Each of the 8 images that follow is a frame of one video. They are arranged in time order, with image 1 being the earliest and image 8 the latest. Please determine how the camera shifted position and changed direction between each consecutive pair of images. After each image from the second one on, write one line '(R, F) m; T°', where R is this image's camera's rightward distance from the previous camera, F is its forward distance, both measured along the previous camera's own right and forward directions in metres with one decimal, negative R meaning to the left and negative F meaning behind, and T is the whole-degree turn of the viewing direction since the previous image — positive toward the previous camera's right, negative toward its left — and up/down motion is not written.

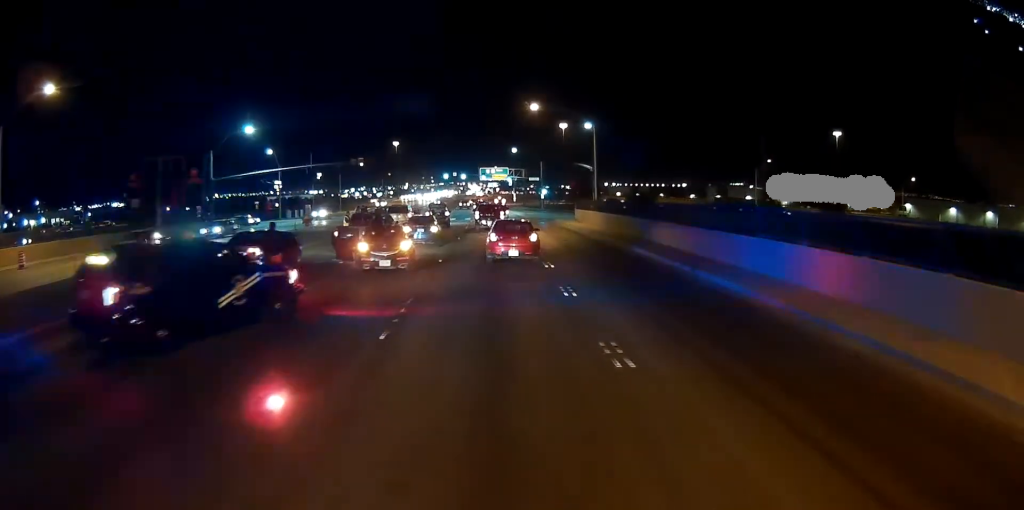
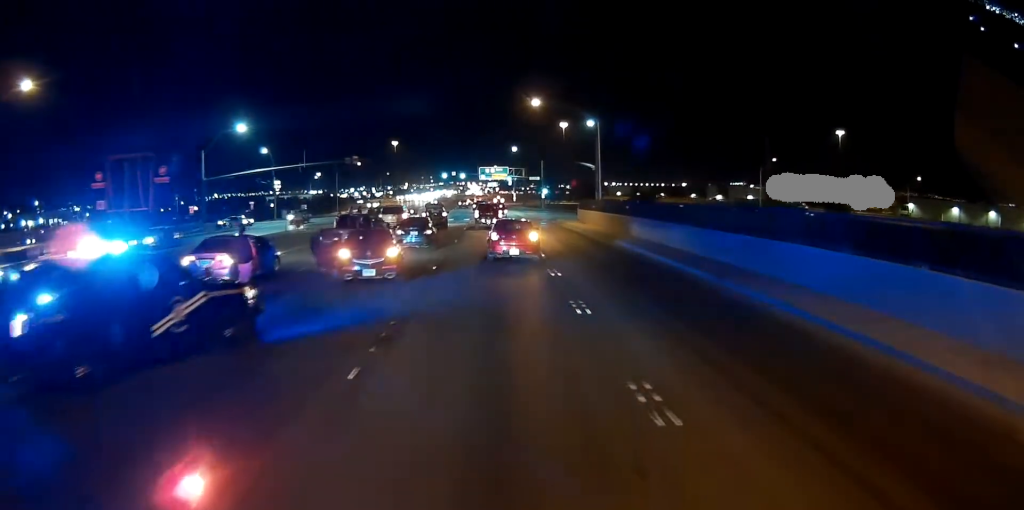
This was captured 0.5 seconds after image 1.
(0.0, +2.2) m; 0°
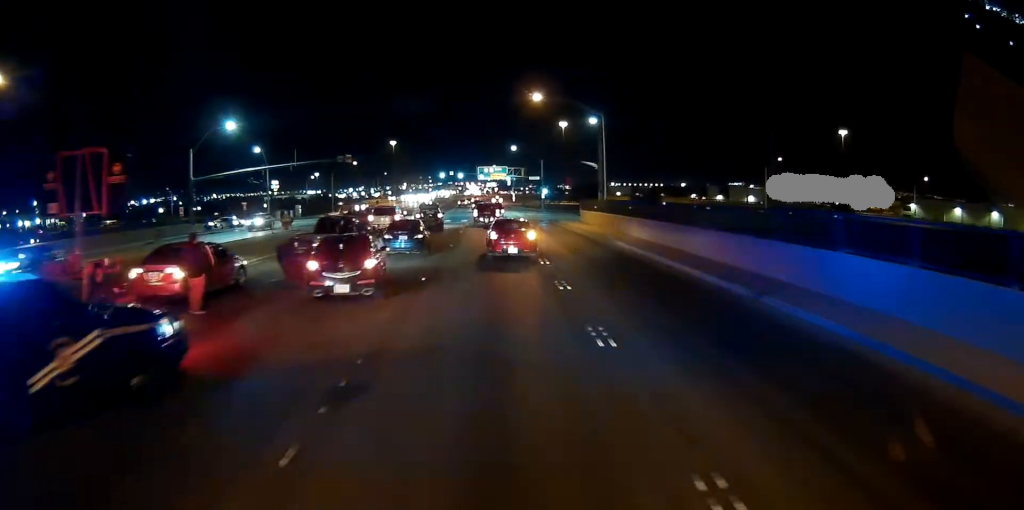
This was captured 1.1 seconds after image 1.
(0.0, +2.7) m; 0°
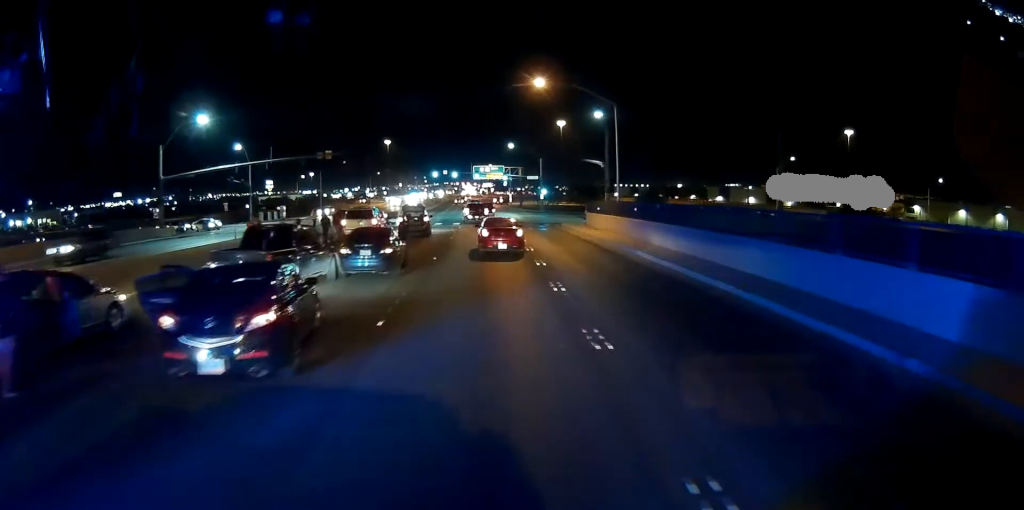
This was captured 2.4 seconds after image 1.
(0.0, +6.0) m; 0°
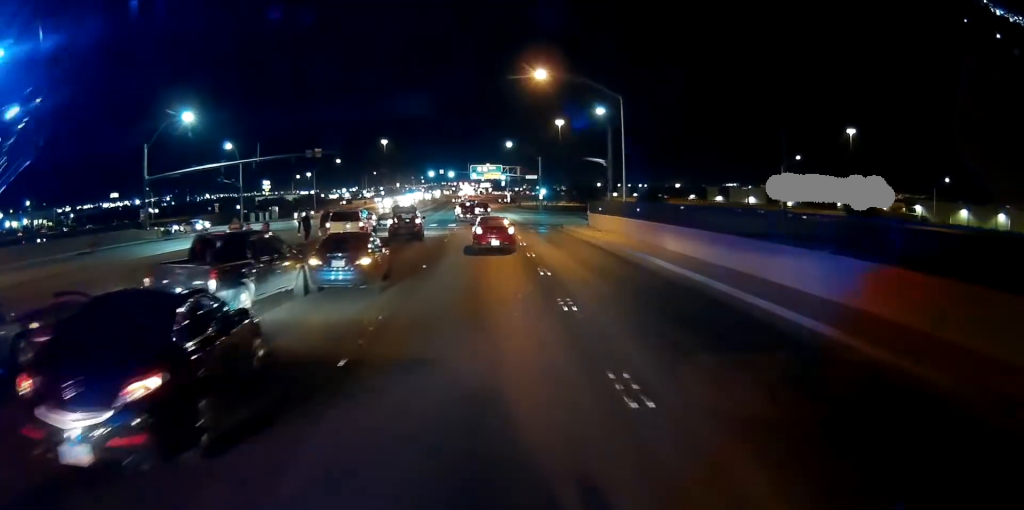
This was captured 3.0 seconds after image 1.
(0.0, +2.7) m; 0°
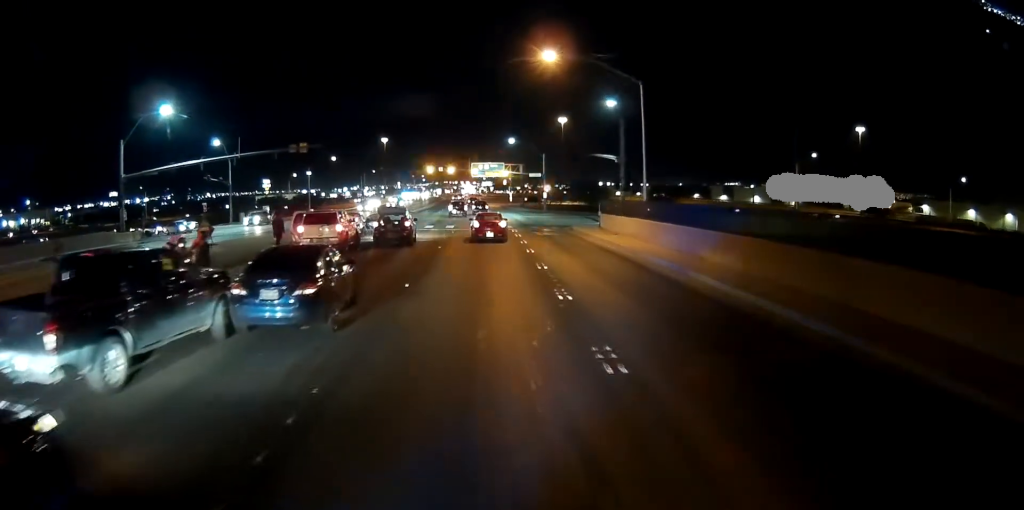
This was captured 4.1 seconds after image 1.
(0.0, +4.6) m; 0°
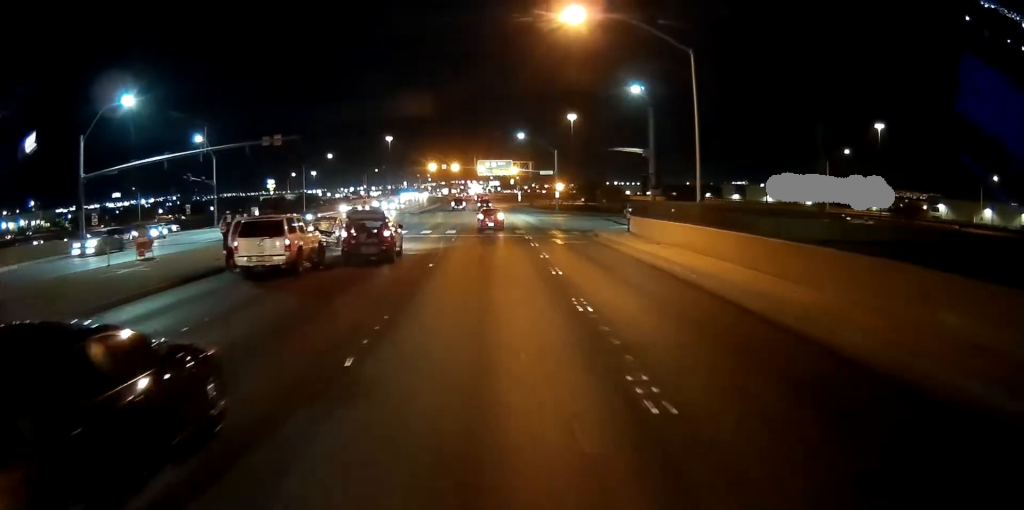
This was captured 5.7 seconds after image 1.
(0.0, +7.5) m; 0°
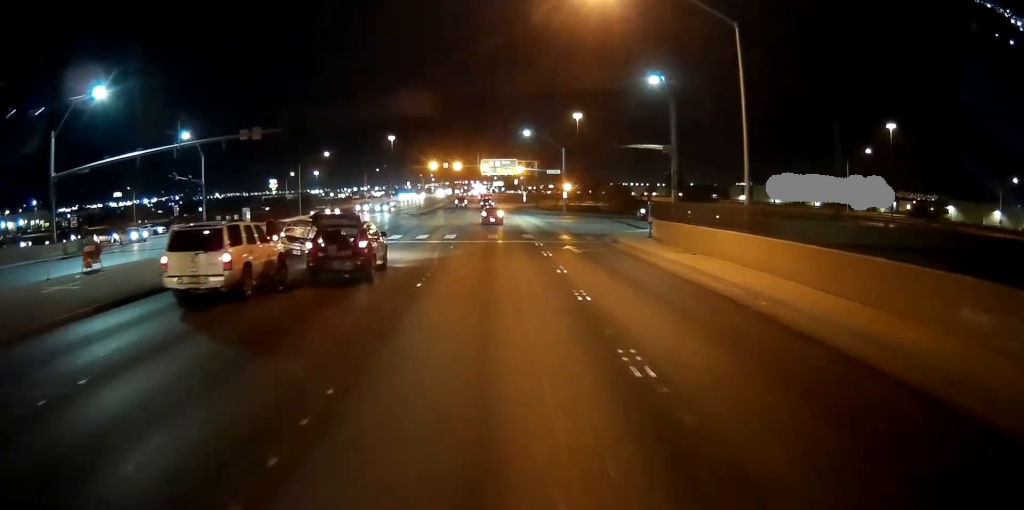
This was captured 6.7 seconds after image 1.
(0.0, +4.6) m; 0°
